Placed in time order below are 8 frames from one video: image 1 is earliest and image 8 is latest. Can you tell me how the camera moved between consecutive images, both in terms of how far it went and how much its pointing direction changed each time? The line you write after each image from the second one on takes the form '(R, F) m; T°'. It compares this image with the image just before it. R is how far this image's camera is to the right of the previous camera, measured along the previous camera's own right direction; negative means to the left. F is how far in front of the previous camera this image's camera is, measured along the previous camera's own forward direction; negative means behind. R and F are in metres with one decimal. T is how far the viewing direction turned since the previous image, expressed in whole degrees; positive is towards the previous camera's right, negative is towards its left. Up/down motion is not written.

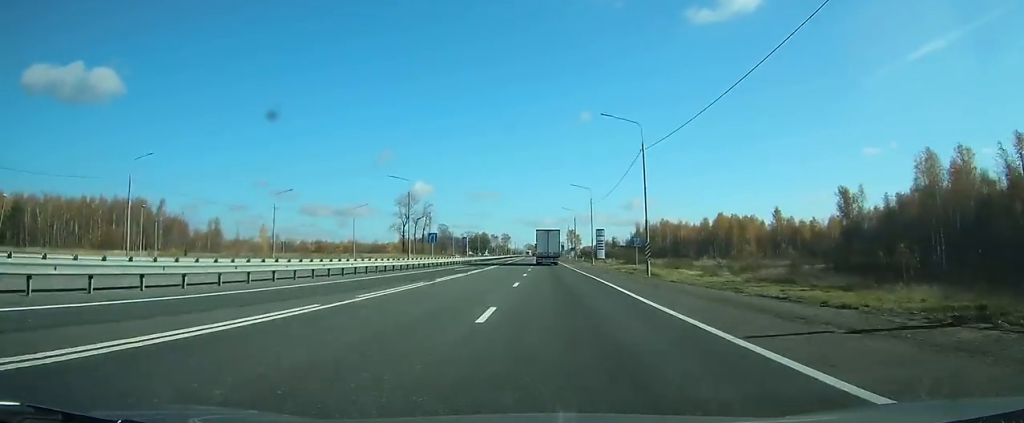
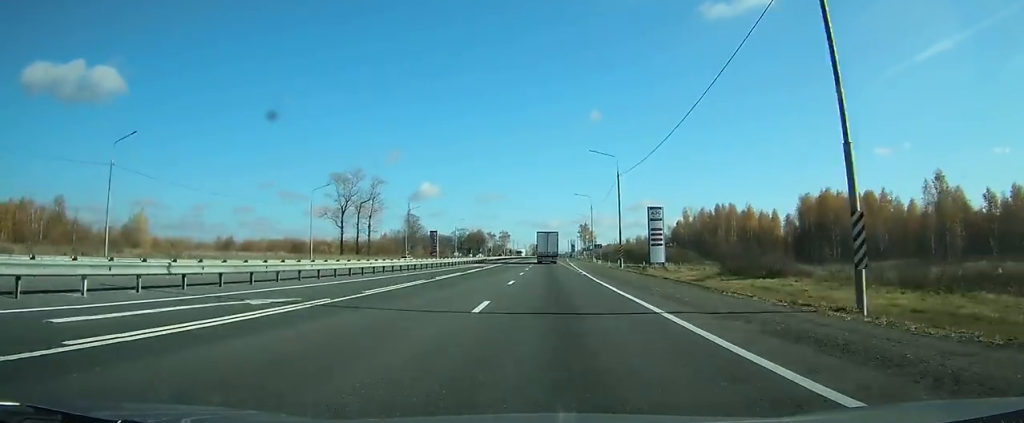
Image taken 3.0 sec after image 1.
(-0.9, +67.6) m; -1°
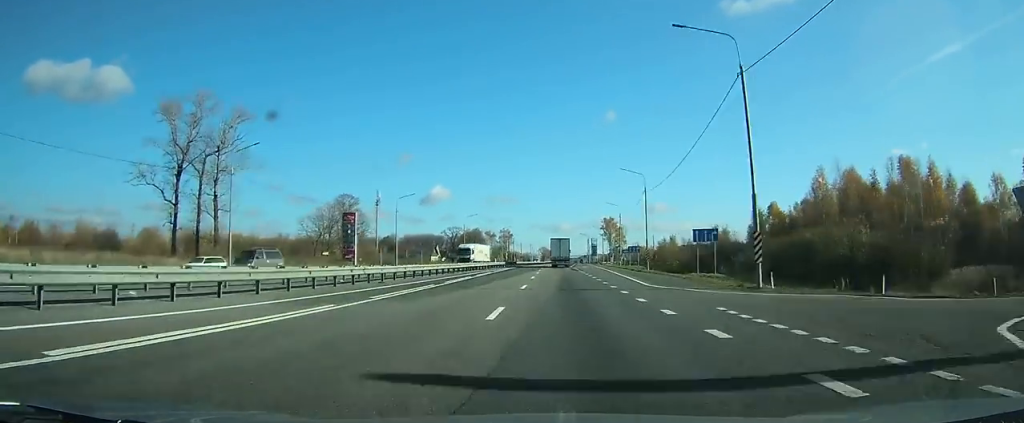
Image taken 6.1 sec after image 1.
(-0.4, +73.7) m; 0°
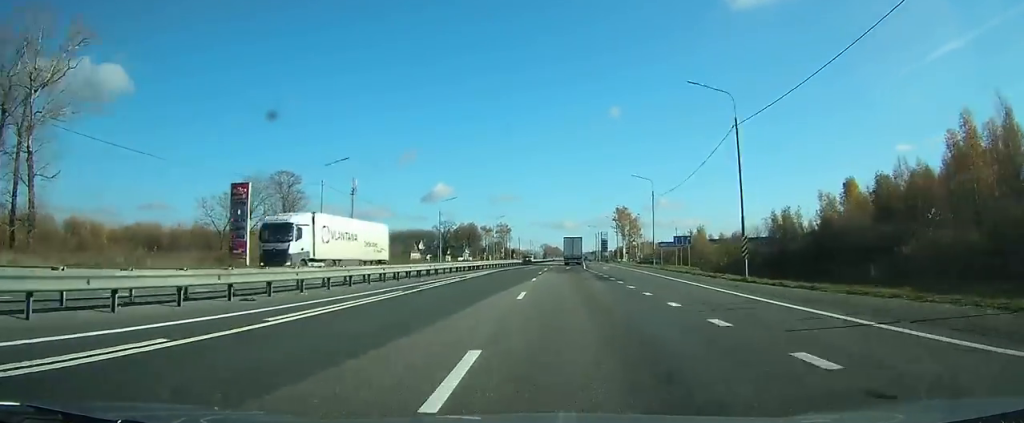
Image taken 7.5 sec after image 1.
(0.0, +32.1) m; +1°
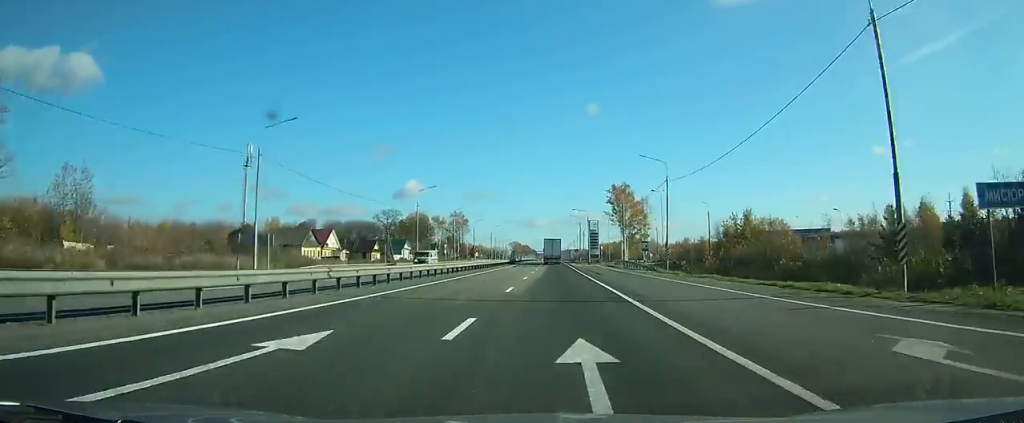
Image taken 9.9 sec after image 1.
(+0.7, +56.2) m; +2°
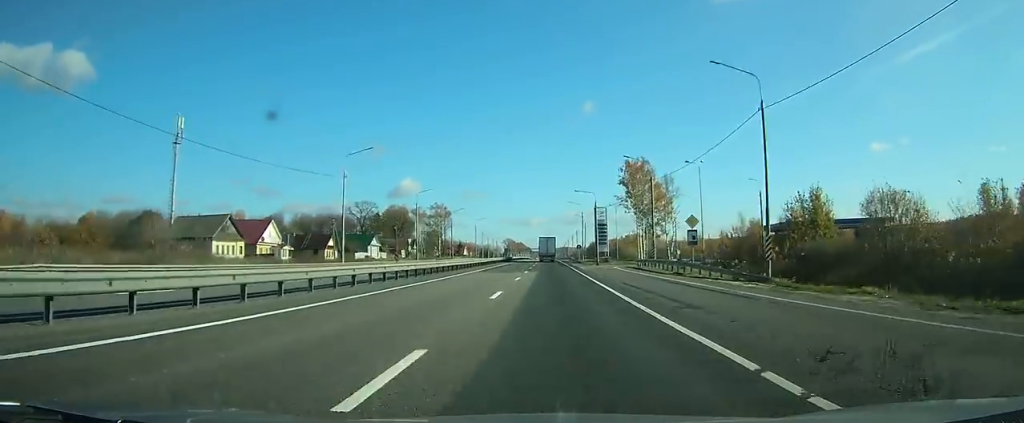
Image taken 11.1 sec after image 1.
(+0.2, +27.0) m; 0°
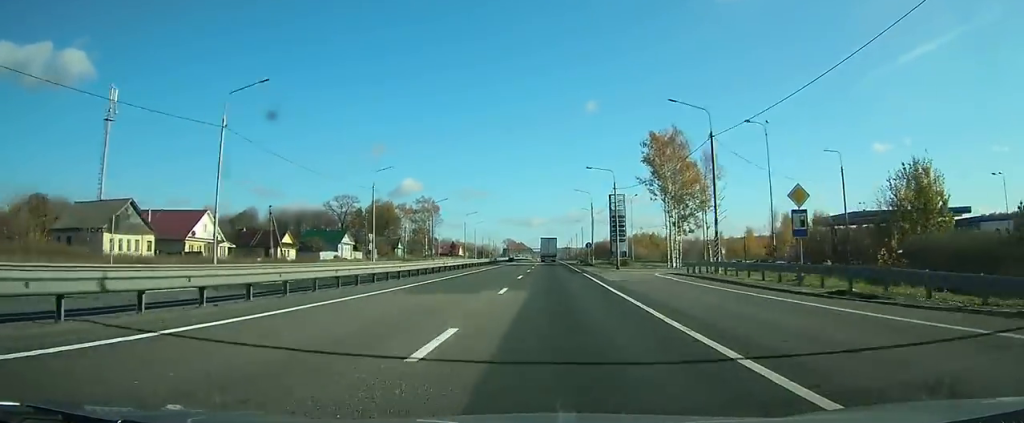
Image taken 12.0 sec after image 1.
(+0.1, +20.9) m; 0°
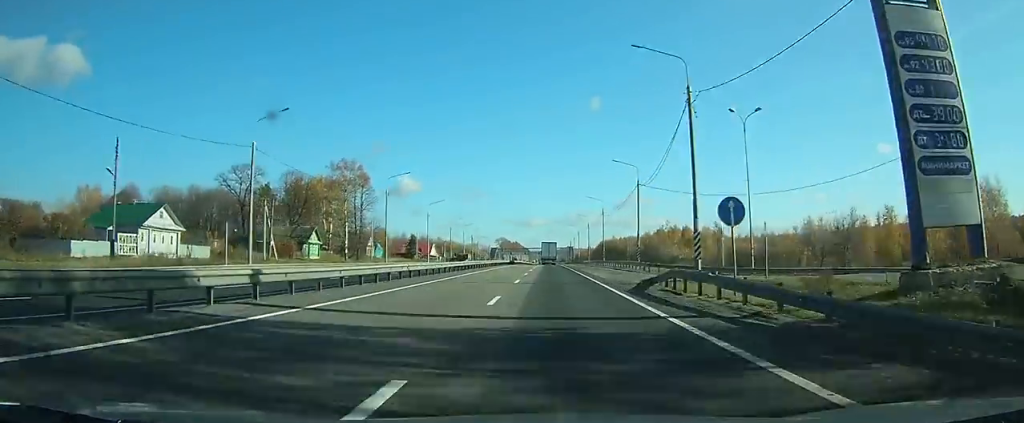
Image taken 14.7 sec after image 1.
(+0.1, +62.4) m; 0°
